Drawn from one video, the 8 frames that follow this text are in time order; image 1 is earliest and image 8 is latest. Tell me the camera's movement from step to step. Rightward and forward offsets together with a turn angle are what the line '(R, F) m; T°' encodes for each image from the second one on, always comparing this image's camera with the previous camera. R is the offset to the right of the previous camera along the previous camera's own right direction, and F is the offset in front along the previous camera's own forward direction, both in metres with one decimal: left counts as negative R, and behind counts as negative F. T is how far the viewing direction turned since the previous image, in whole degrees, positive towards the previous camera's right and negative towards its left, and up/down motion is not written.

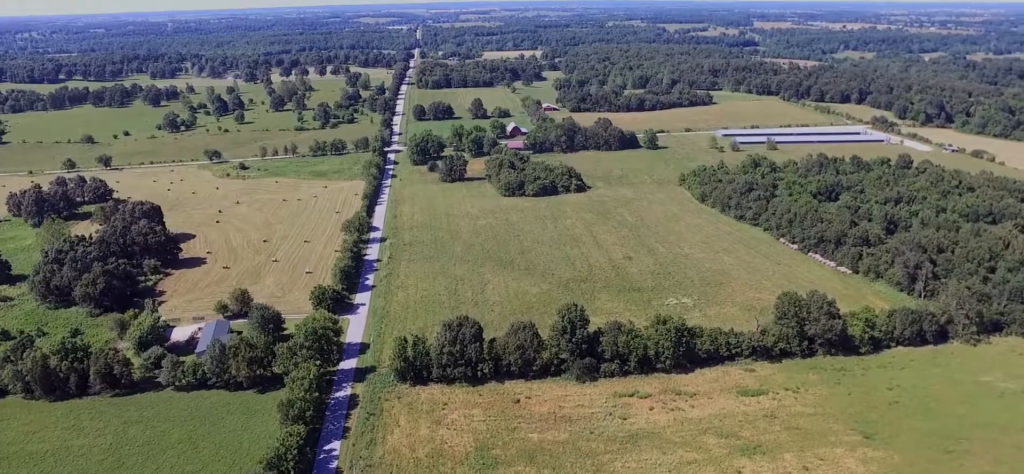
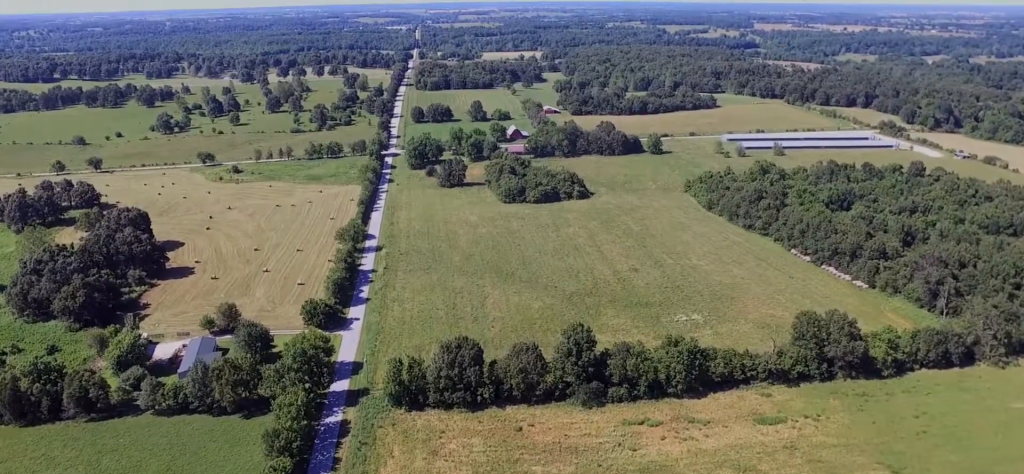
(-0.4, +14.9) m; -3°
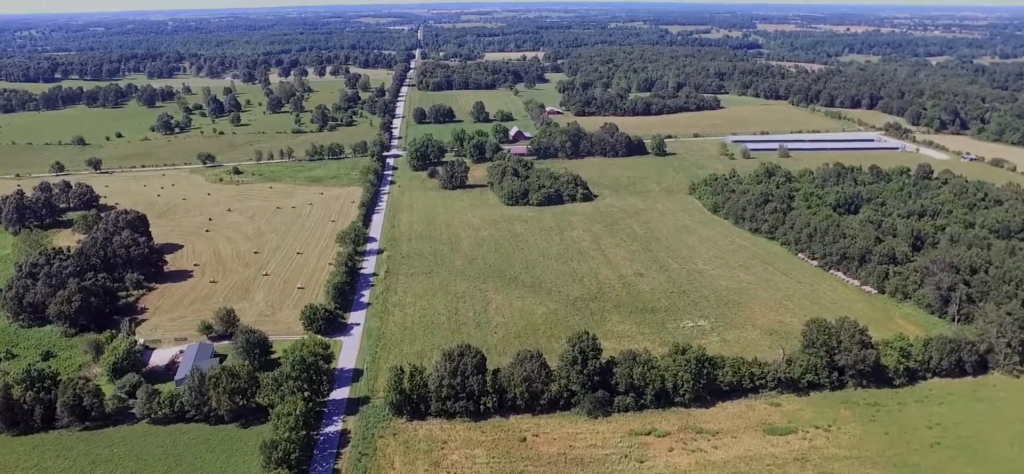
(0.0, +4.8) m; -1°
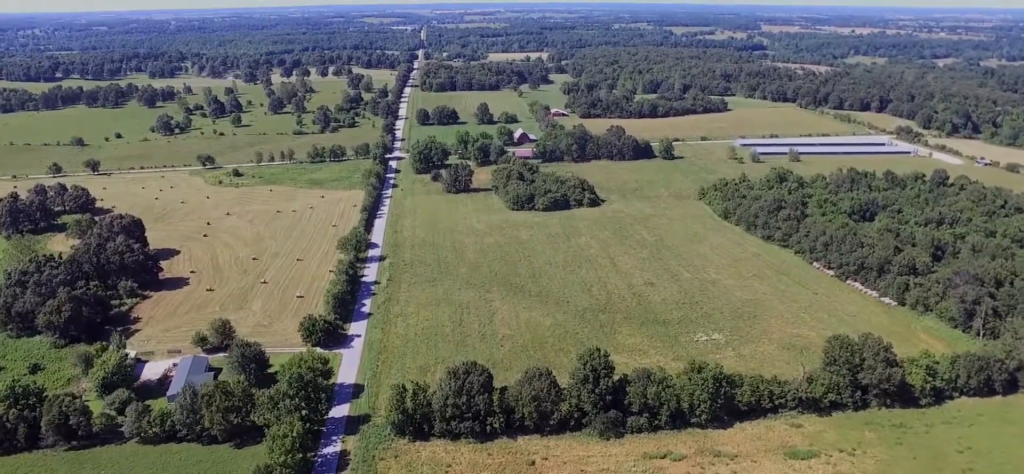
(-0.1, +9.7) m; -1°
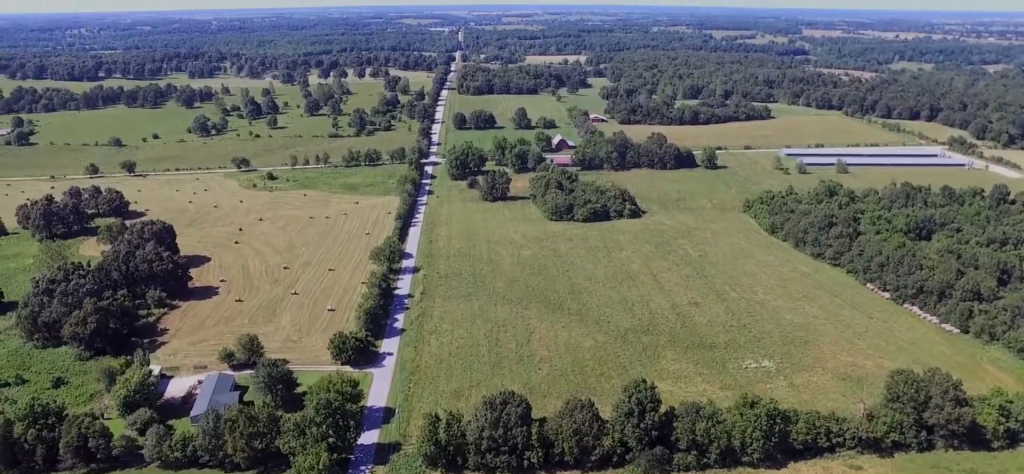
(-0.1, +11.6) m; 0°
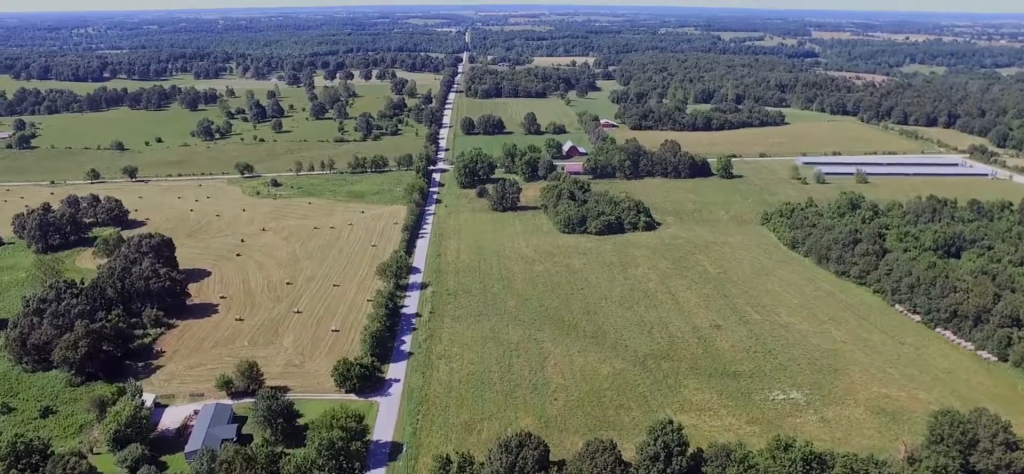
(0.0, +14.2) m; -1°
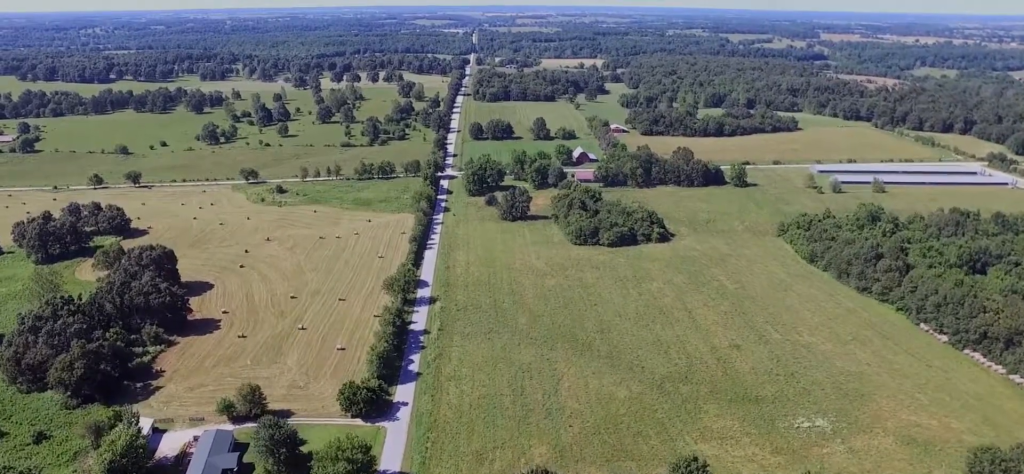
(-0.1, +10.9) m; -1°
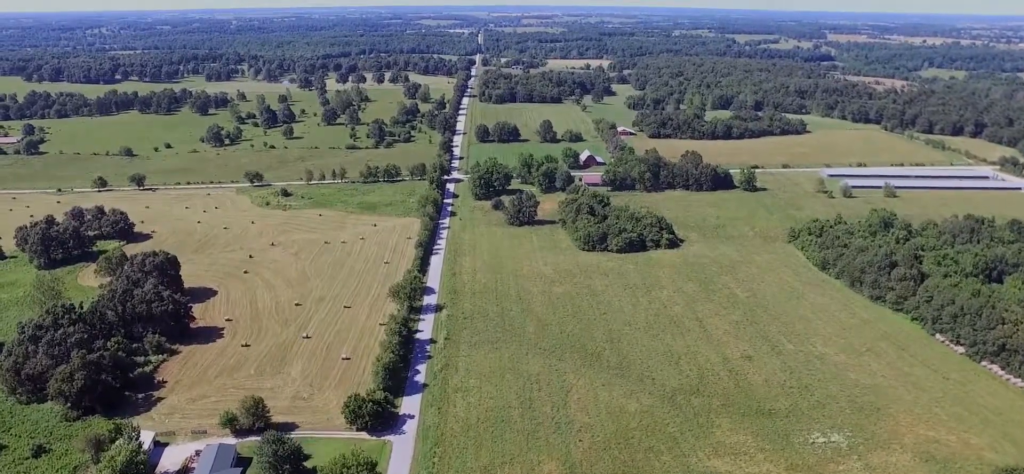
(0.0, +5.5) m; -1°
